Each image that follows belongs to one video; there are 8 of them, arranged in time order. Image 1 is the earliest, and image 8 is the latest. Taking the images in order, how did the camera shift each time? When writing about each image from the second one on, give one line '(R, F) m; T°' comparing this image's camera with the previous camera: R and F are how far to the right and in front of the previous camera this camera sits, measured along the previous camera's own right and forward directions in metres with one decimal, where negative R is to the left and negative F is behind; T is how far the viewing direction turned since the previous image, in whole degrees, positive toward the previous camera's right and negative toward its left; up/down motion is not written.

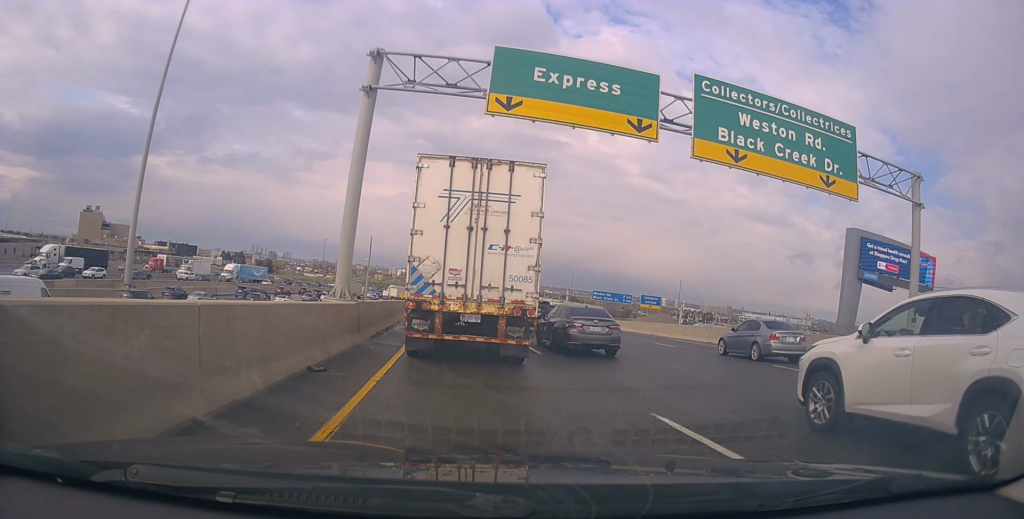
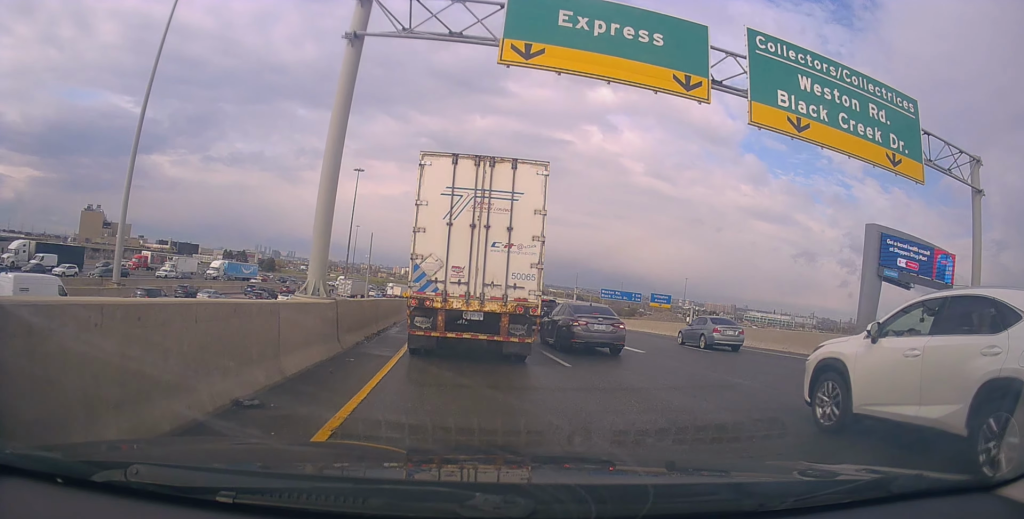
(+0.1, +3.4) m; +3°
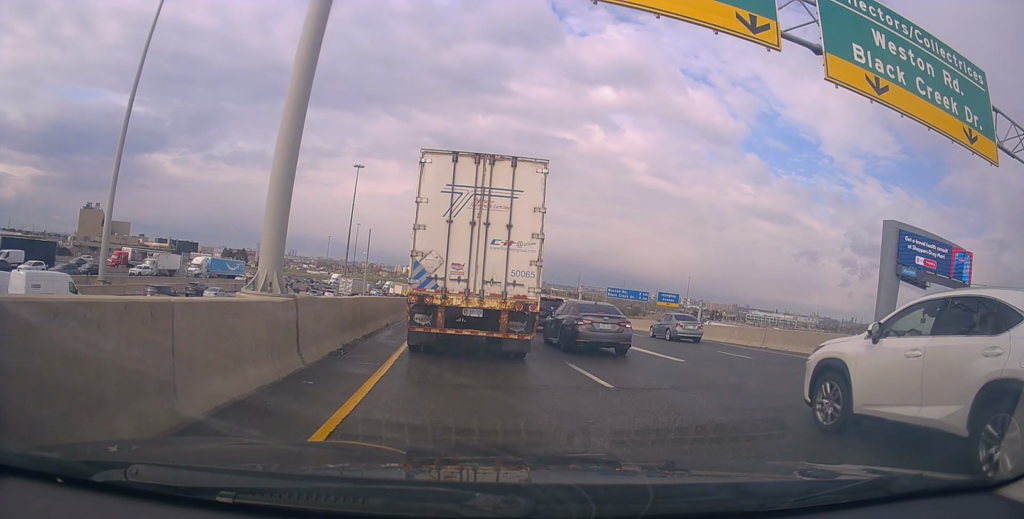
(+0.1, +3.1) m; +2°
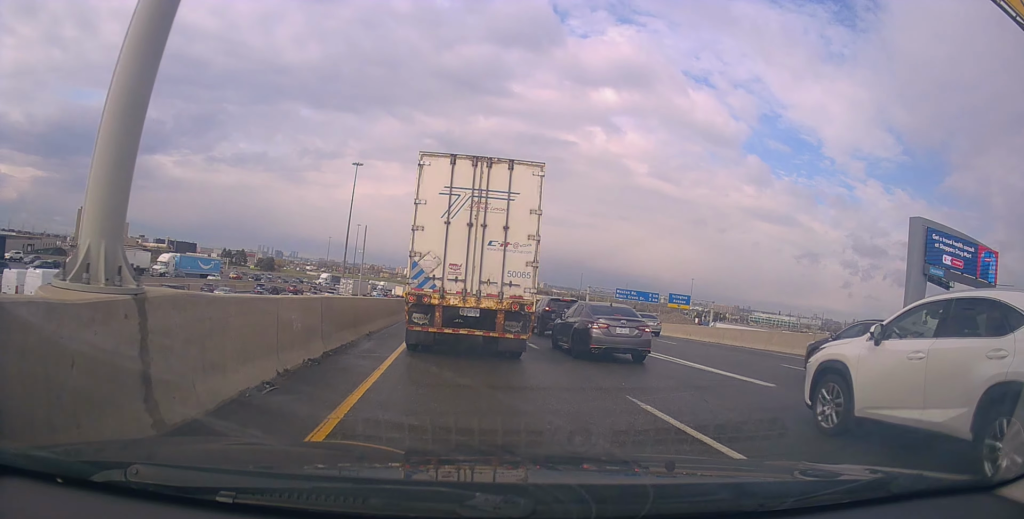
(+0.1, +4.8) m; +2°
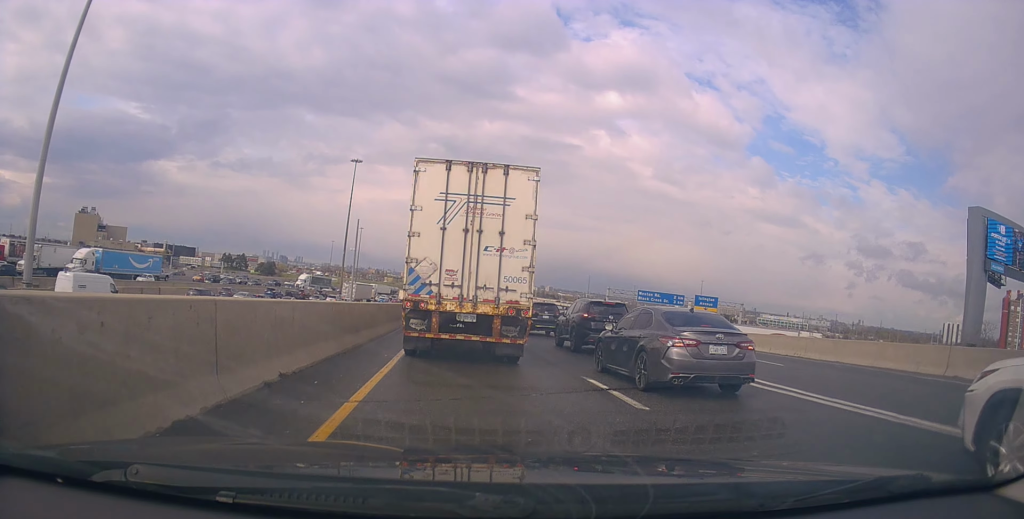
(-0.3, +8.9) m; -5°
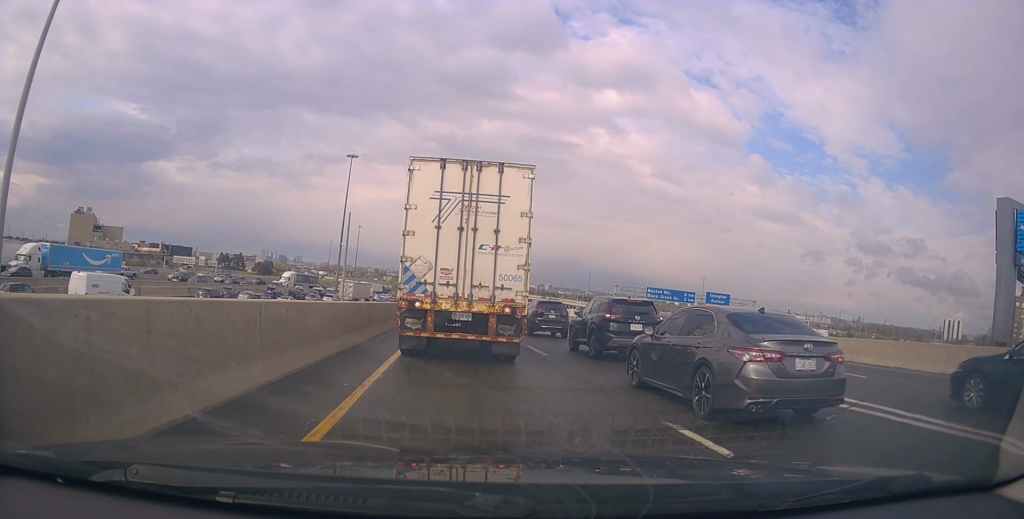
(-0.2, +4.3) m; -1°
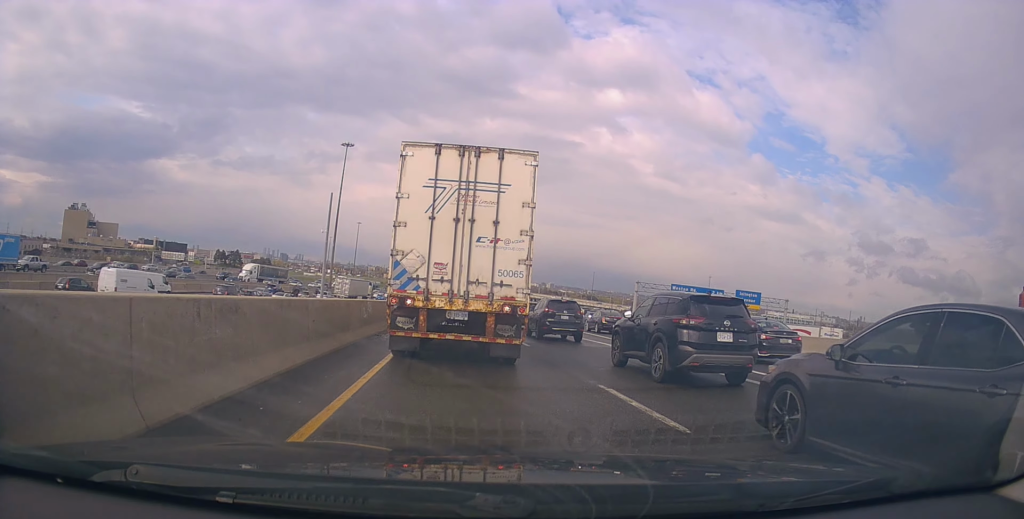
(+0.4, +9.1) m; +2°
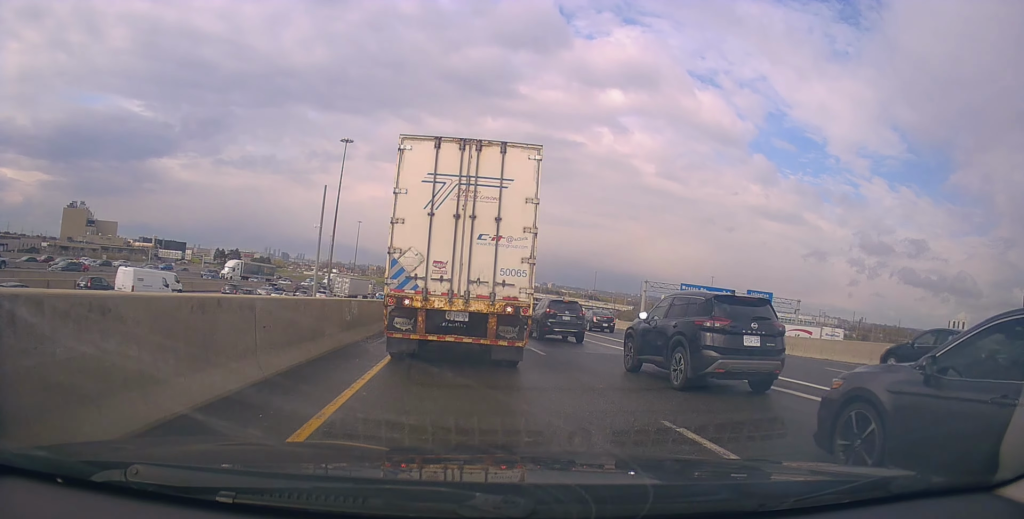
(-0.3, +2.9) m; +3°
